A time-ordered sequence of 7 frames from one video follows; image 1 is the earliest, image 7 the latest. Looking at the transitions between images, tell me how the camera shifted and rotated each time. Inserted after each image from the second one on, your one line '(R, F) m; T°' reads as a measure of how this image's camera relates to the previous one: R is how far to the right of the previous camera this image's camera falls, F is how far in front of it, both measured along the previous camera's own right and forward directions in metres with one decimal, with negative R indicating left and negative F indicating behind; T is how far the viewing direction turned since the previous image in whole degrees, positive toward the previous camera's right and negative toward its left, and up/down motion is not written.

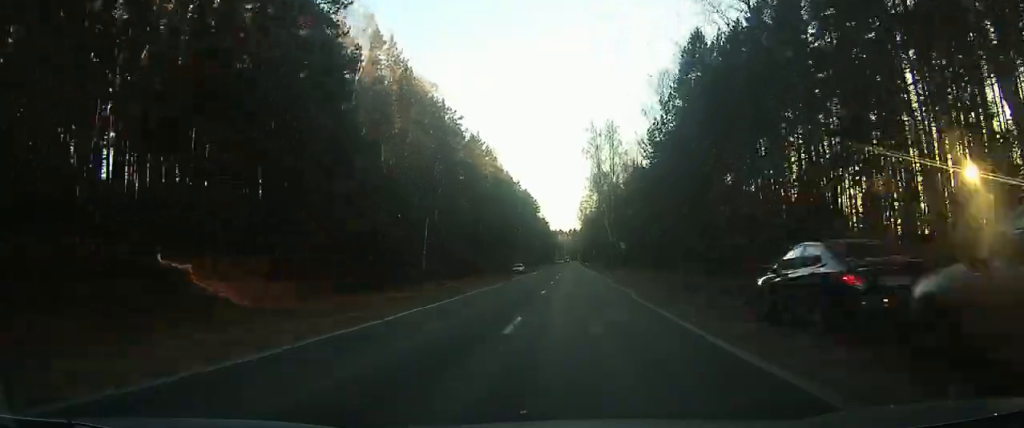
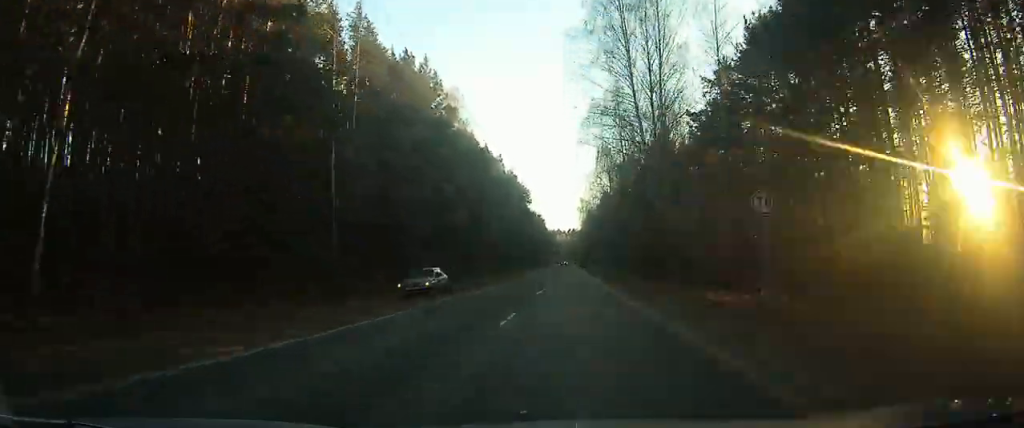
(+5.5, +46.7) m; +10°
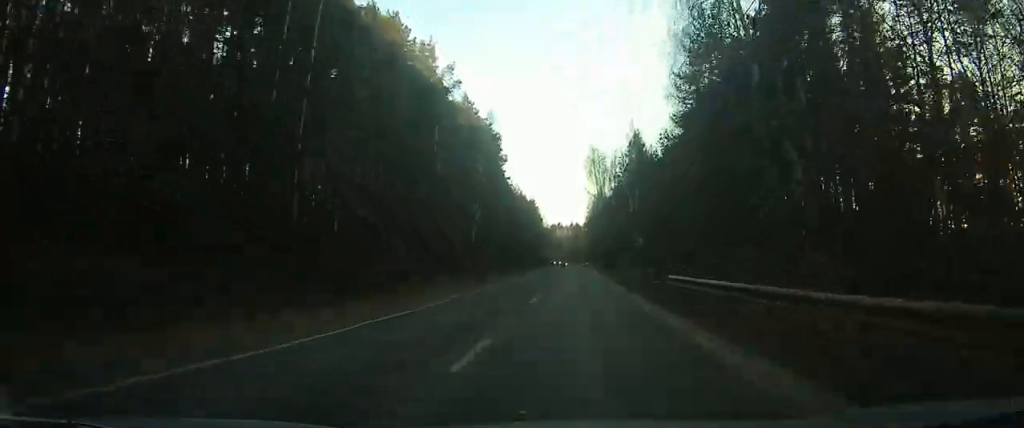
(+8.3, +82.0) m; +13°
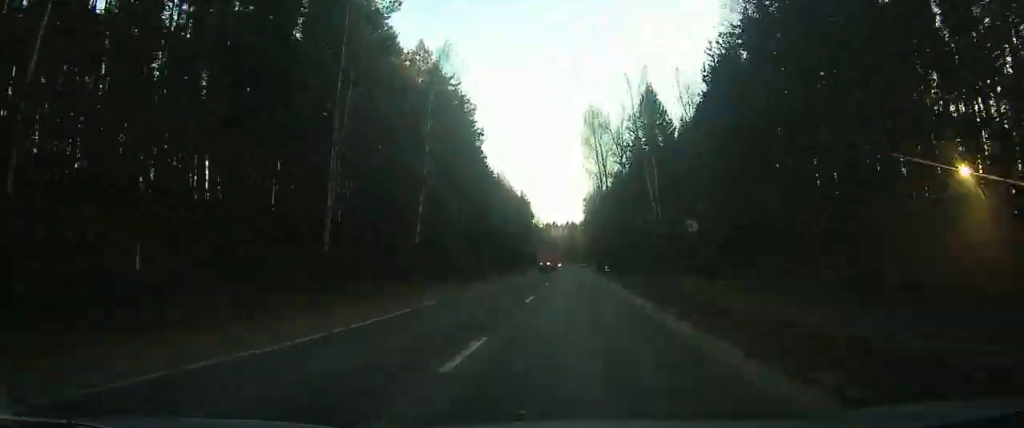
(+1.4, +28.2) m; -5°
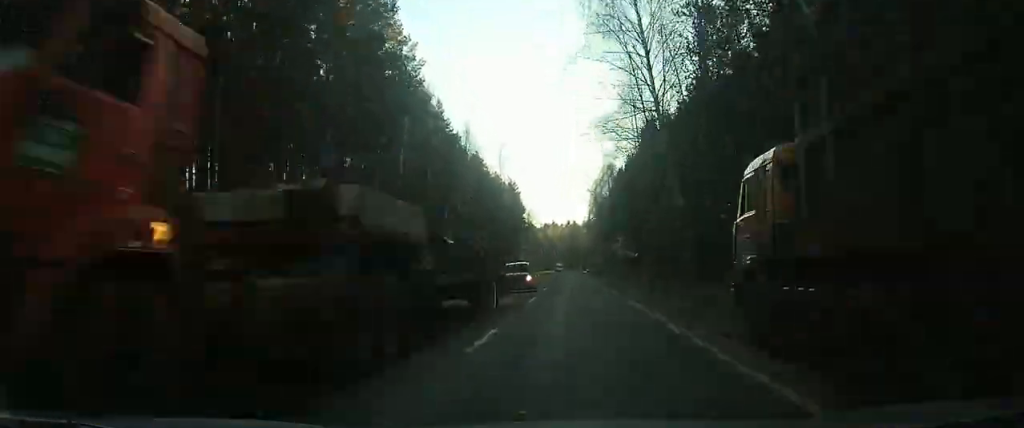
(-7.0, +42.2) m; -16°
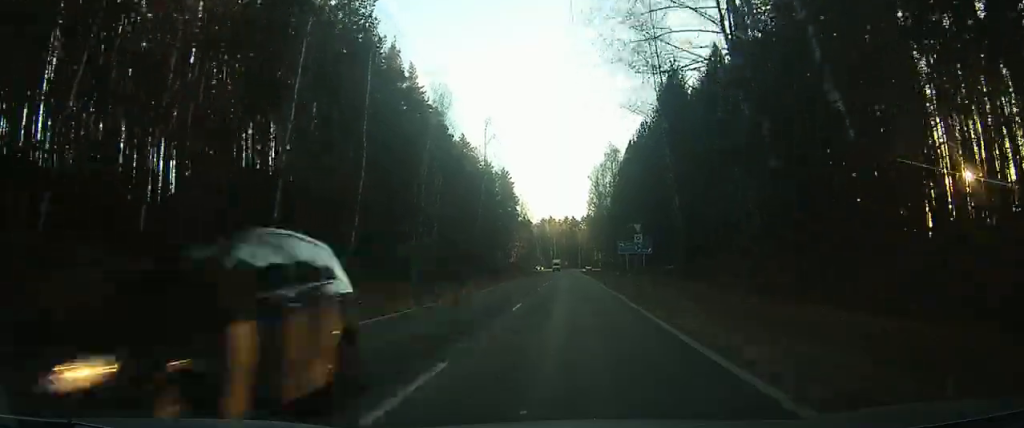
(-4.1, +12.6) m; -4°
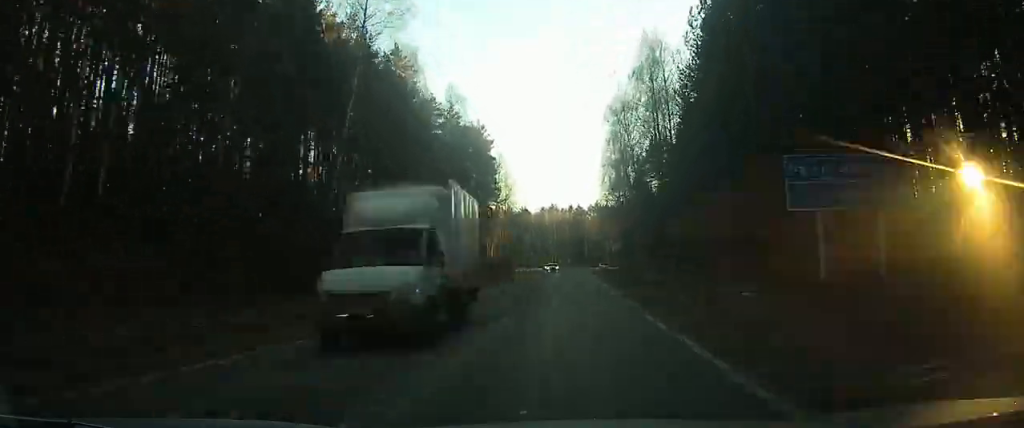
(+12.1, +49.7) m; +14°
